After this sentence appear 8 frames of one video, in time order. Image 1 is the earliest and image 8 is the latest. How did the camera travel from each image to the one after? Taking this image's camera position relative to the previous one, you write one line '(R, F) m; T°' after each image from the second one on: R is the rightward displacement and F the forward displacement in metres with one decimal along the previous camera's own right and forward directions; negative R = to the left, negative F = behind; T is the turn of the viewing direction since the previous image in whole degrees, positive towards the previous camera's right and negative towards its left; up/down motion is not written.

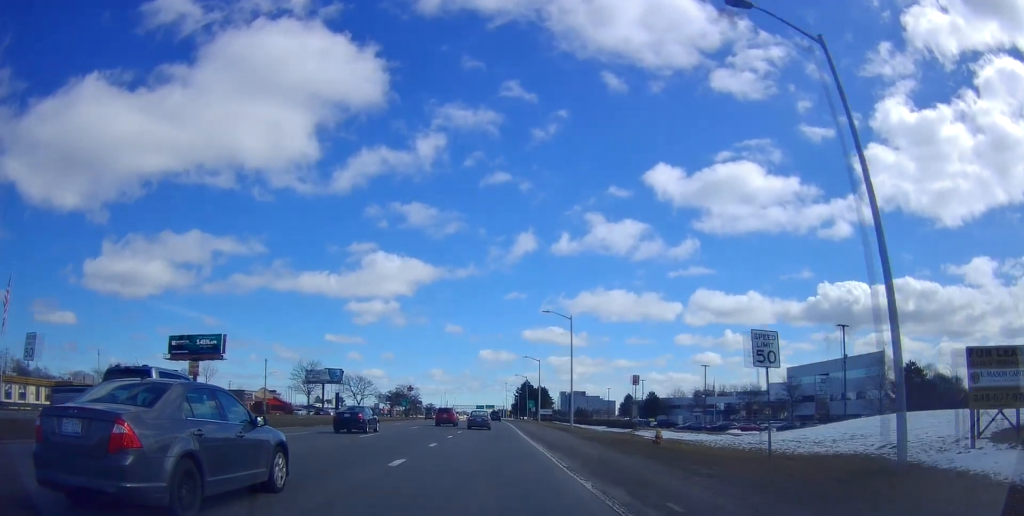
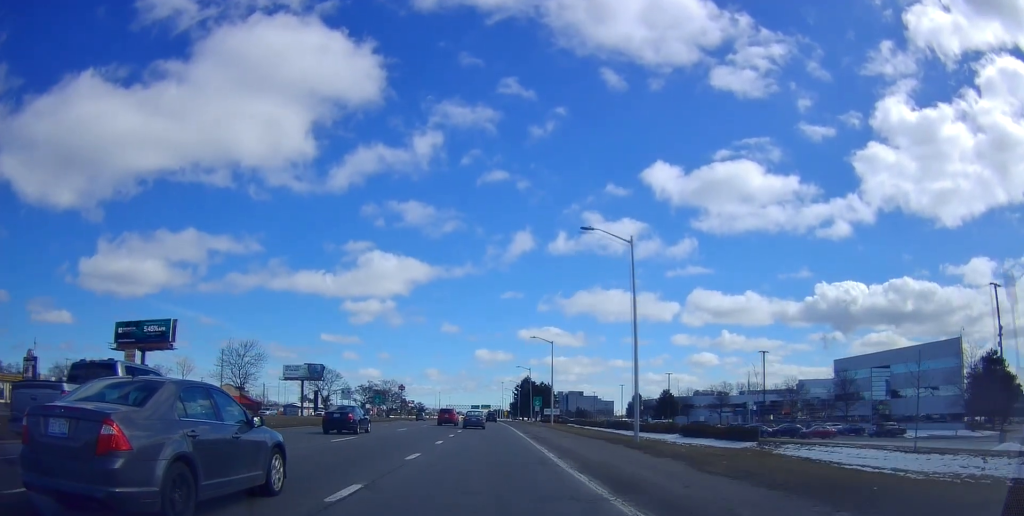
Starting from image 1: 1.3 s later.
(0.0, +25.1) m; 0°
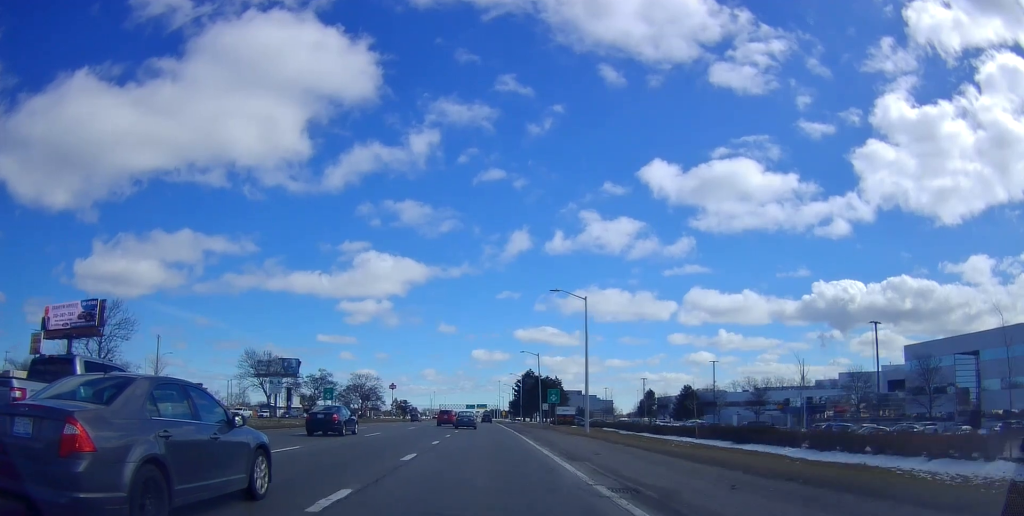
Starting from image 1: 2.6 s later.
(-0.1, +24.9) m; -1°
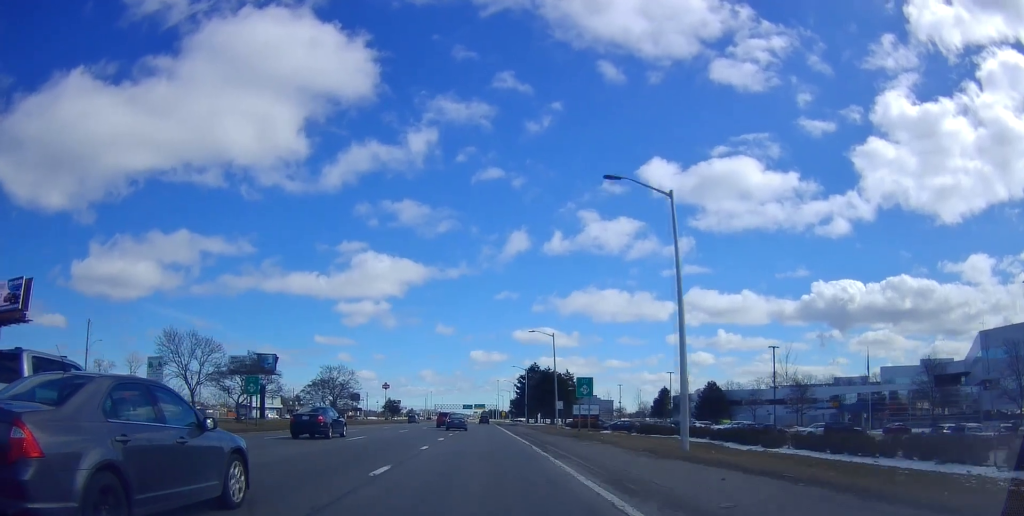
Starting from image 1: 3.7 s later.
(-0.2, +19.0) m; 0°
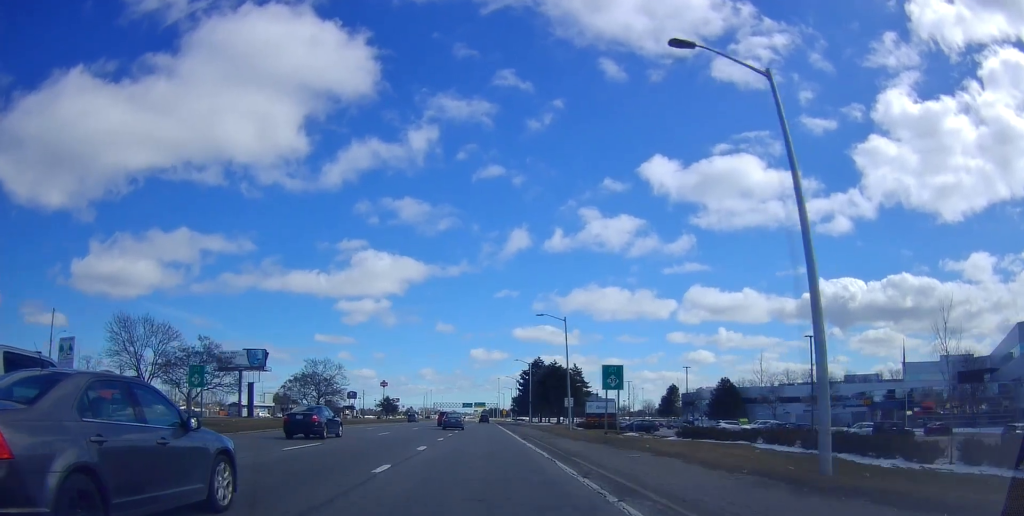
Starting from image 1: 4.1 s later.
(-0.1, +8.1) m; 0°
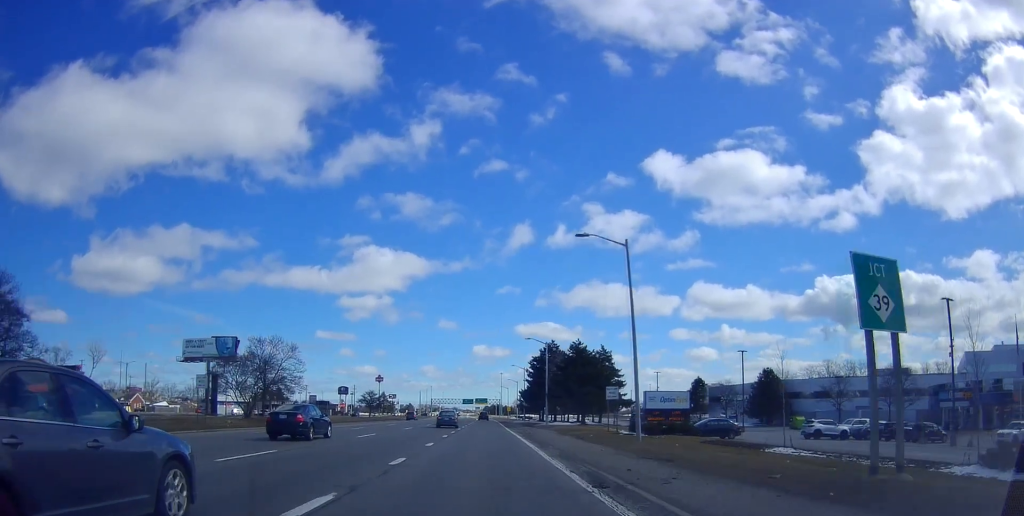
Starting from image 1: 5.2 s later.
(+0.2, +18.8) m; 0°
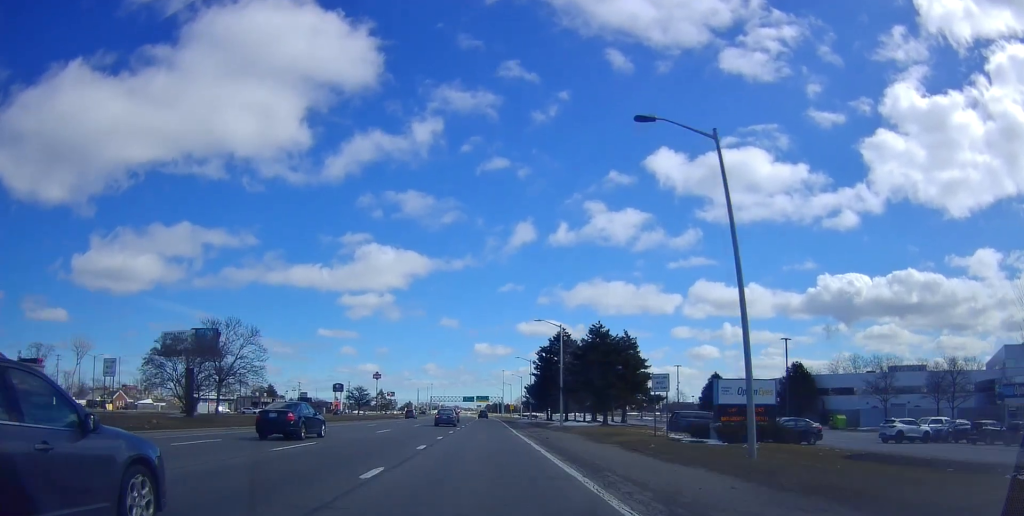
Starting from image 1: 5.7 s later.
(0.0, +10.1) m; -1°
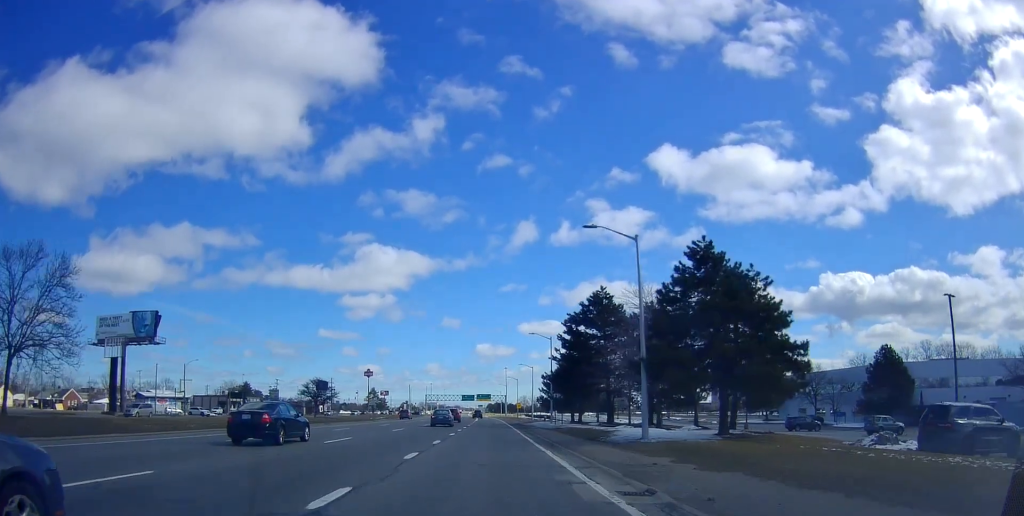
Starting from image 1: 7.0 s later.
(-0.4, +25.7) m; -1°
